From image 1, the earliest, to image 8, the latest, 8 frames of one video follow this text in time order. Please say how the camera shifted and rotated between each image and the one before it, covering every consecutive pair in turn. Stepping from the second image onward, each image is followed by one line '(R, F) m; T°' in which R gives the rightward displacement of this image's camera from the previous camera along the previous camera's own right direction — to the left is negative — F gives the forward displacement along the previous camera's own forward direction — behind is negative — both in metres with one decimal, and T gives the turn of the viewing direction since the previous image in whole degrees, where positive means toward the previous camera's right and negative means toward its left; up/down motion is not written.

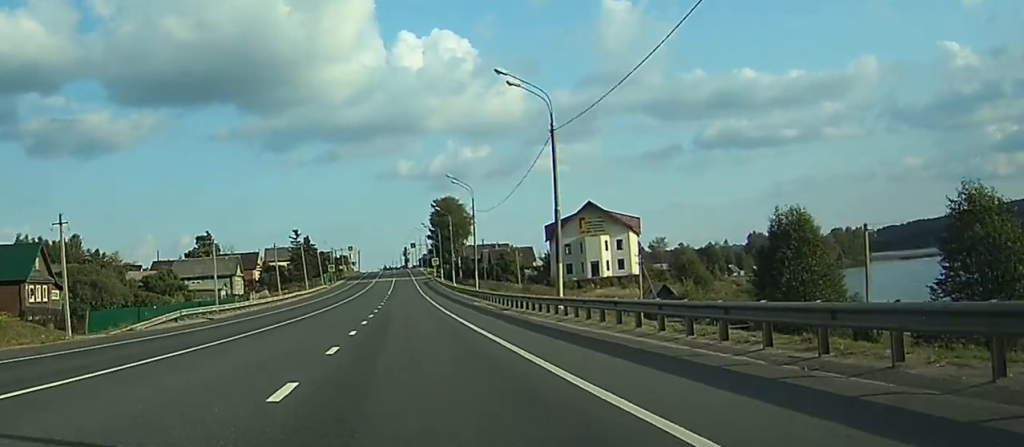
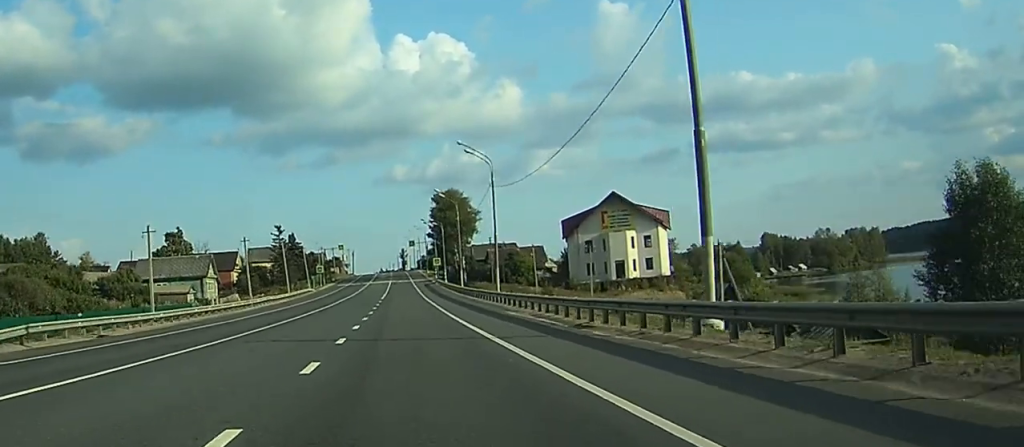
(+0.3, +20.5) m; +1°
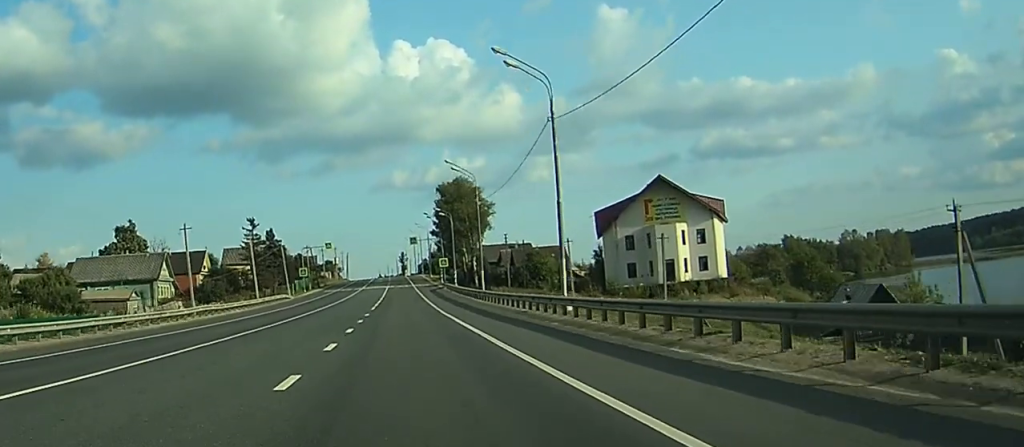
(+0.2, +26.5) m; +1°
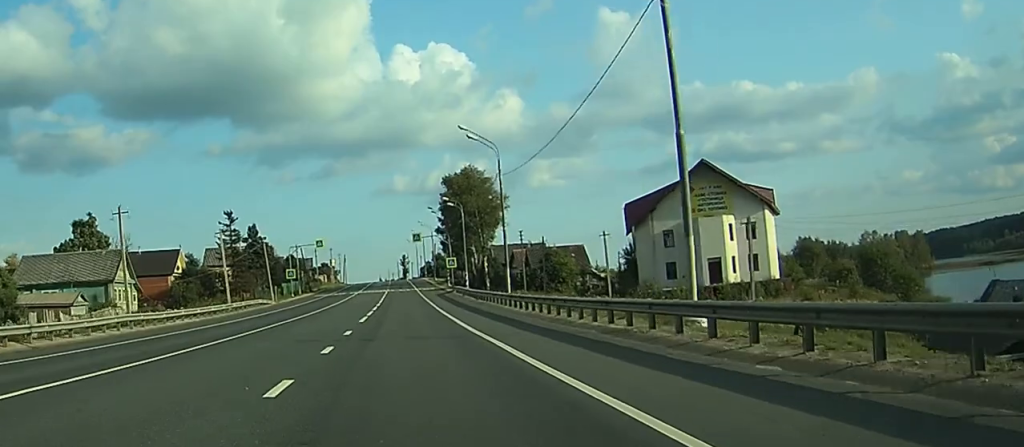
(+0.1, +16.9) m; 0°
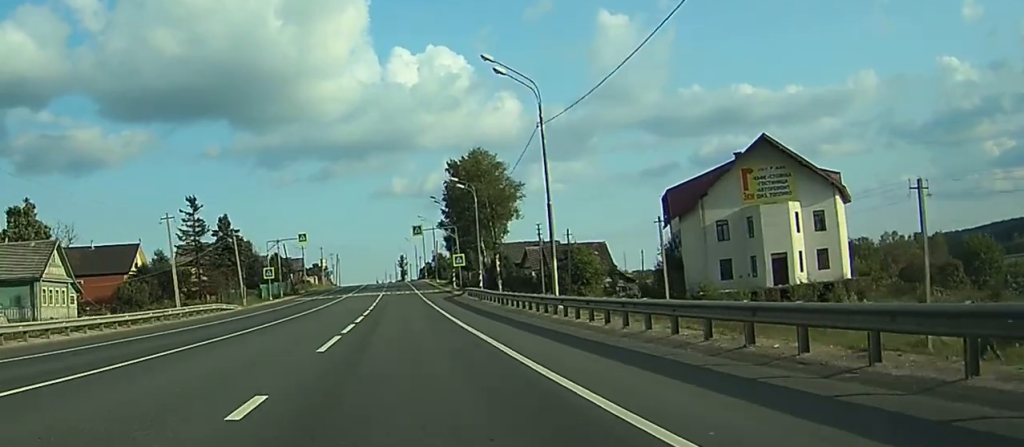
(0.0, +18.2) m; 0°
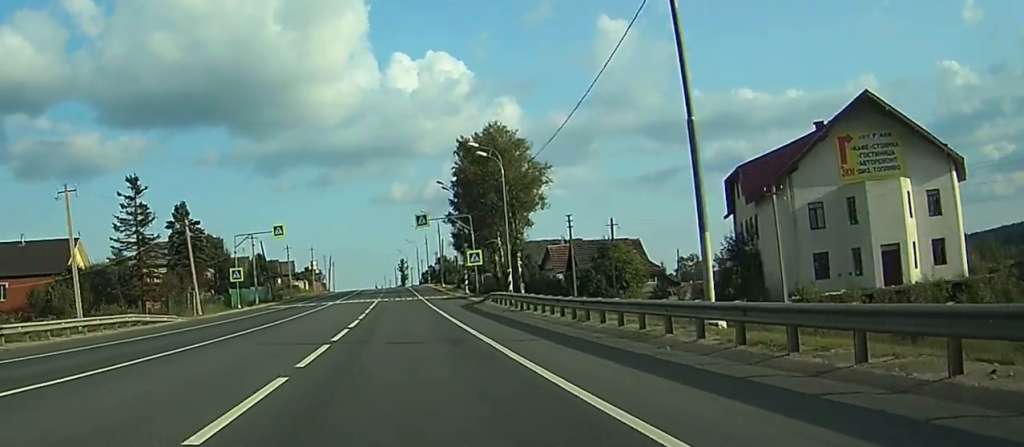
(0.0, +20.0) m; 0°
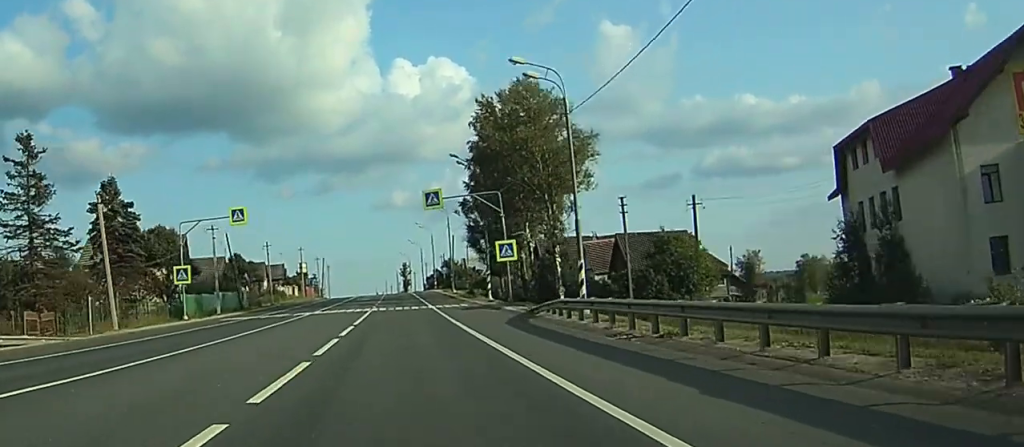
(0.0, +21.2) m; 0°
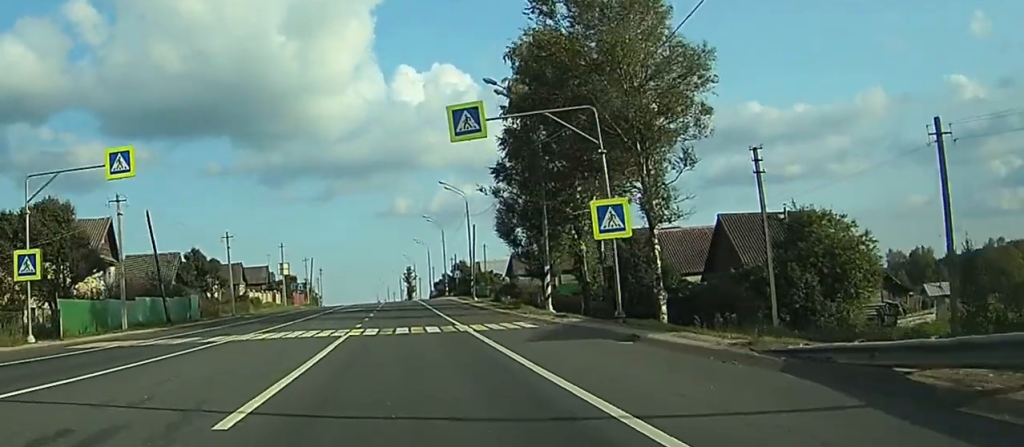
(0.0, +26.3) m; 0°
